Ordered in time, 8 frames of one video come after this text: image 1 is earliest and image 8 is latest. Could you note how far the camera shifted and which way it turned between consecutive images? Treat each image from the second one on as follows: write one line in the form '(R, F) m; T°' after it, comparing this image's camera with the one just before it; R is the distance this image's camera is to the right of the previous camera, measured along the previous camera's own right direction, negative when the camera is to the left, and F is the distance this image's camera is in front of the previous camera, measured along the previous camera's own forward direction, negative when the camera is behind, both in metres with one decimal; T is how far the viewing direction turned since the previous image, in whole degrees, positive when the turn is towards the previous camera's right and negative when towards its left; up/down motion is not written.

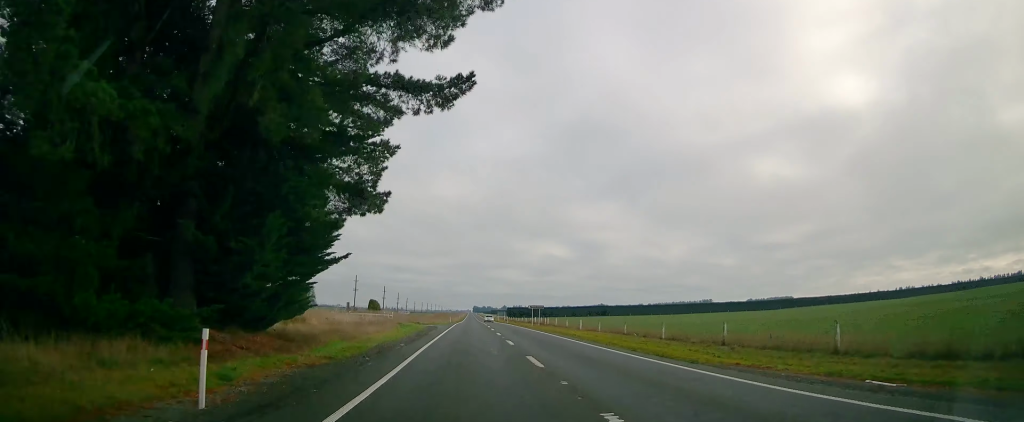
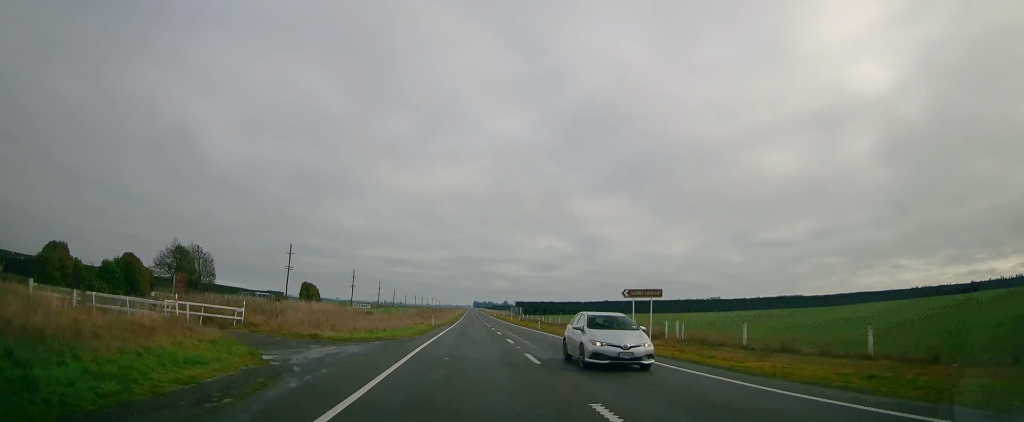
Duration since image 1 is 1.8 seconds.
(-0.5, +49.4) m; -1°
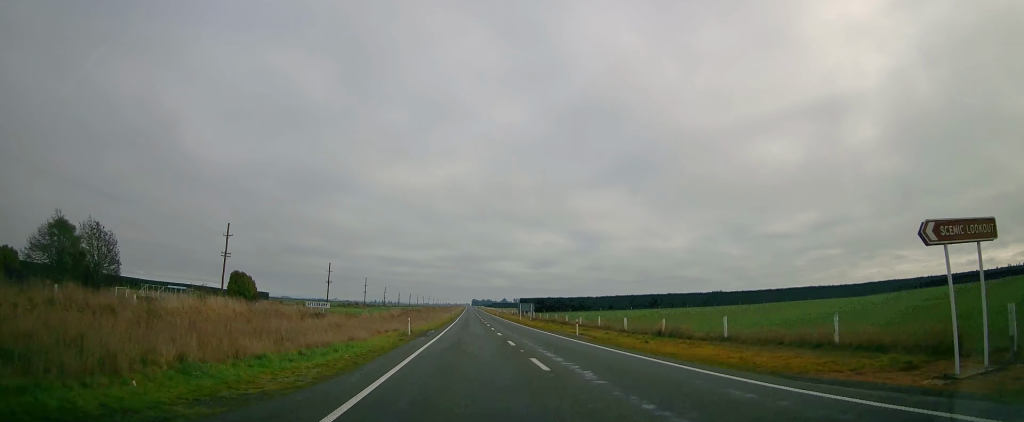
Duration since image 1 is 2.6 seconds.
(+0.1, +21.6) m; 0°
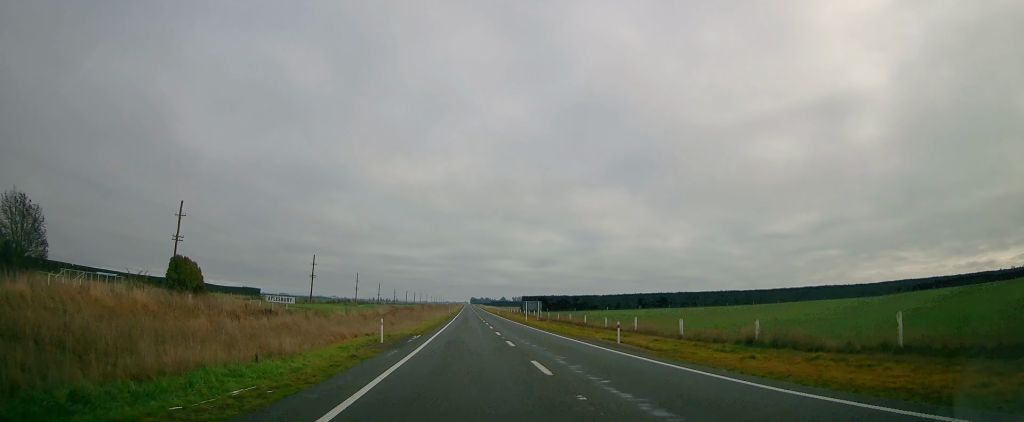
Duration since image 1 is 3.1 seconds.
(+0.1, +11.7) m; 0°
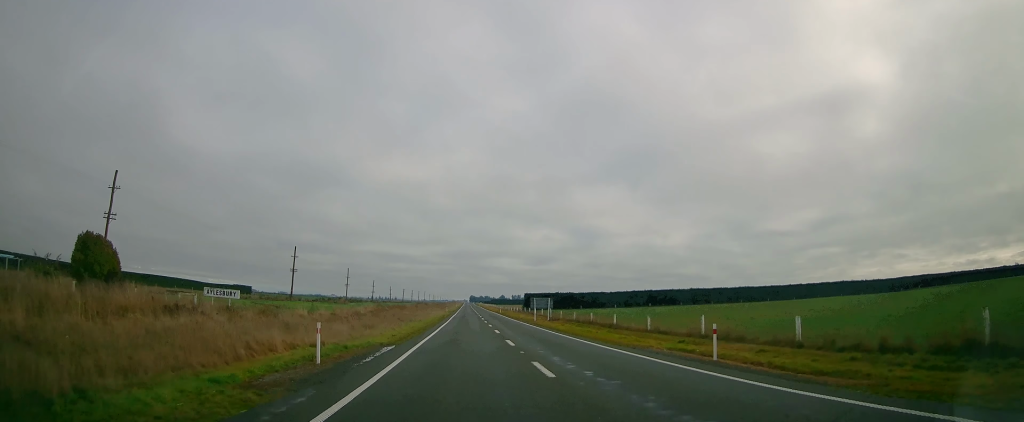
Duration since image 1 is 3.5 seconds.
(-0.1, +10.9) m; 0°
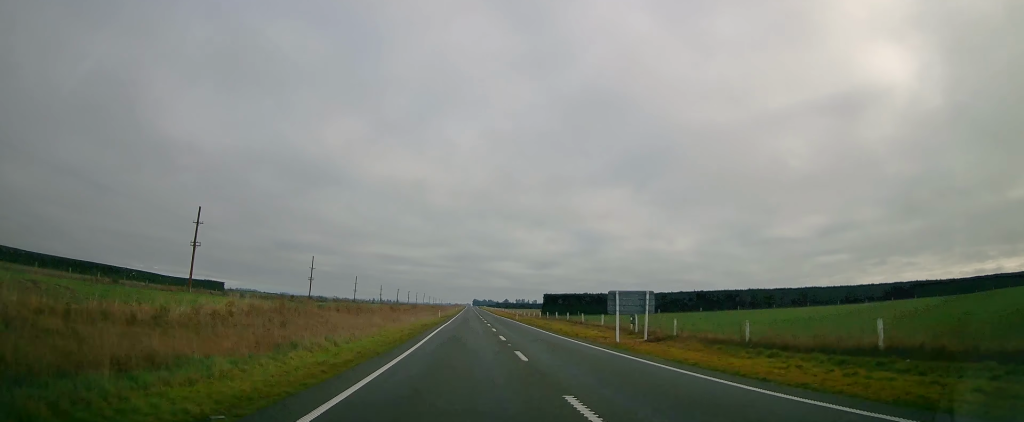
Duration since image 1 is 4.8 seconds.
(0.0, +35.5) m; -1°
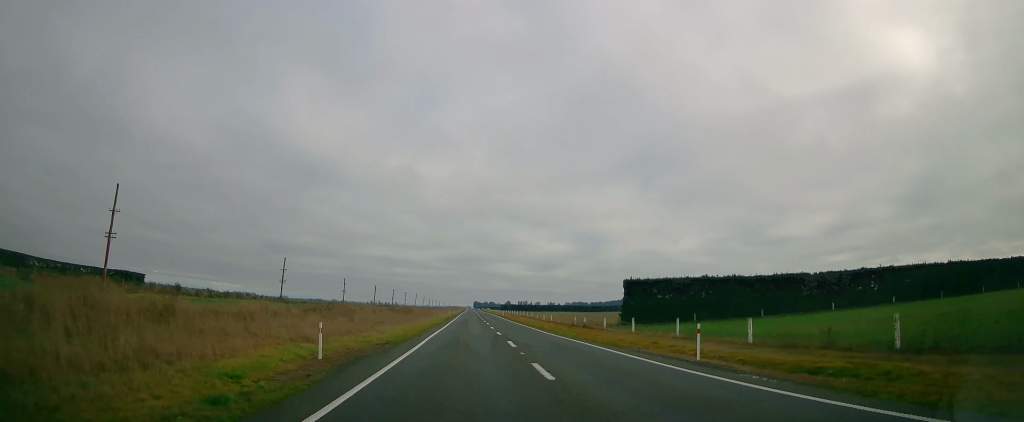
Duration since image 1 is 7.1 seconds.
(-0.7, +65.0) m; +1°
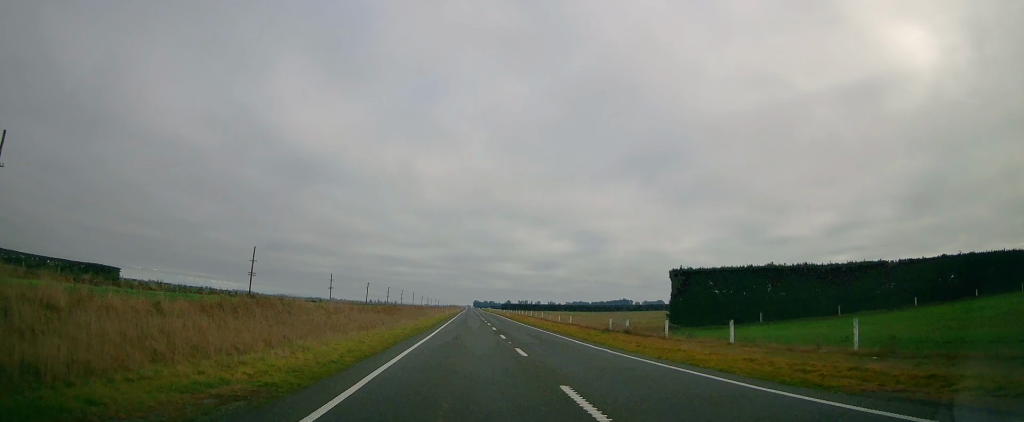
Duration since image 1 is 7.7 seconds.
(+0.2, +14.5) m; 0°
